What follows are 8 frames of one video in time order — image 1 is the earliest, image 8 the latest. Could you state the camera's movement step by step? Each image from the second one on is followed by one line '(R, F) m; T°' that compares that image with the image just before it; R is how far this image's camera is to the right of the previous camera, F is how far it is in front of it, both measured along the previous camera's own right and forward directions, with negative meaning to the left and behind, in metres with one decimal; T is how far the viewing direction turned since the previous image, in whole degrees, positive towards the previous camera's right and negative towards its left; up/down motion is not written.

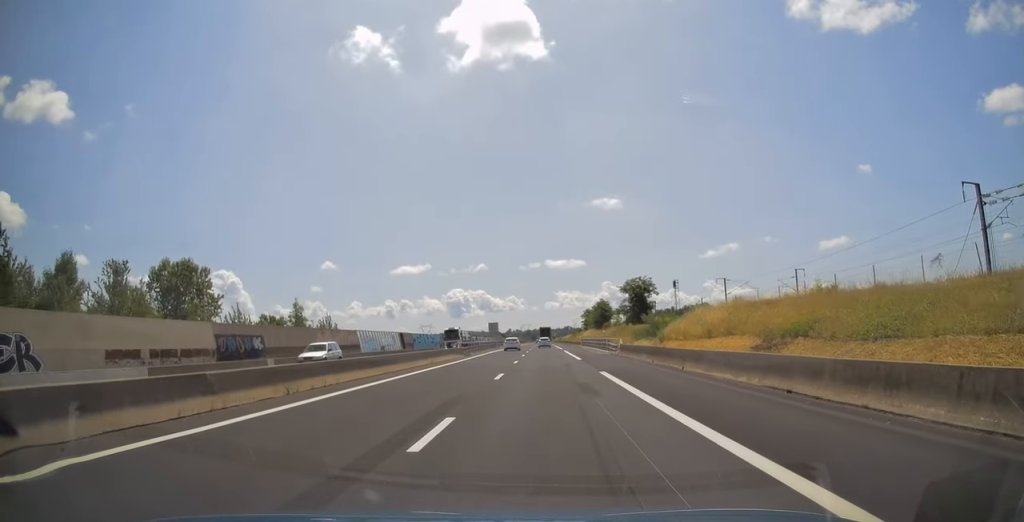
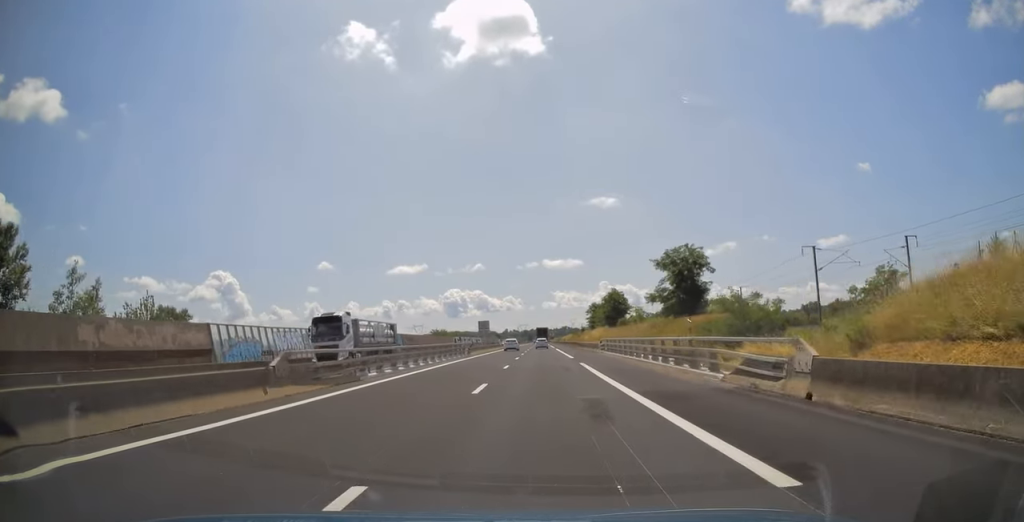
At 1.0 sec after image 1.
(0.0, +30.1) m; 0°
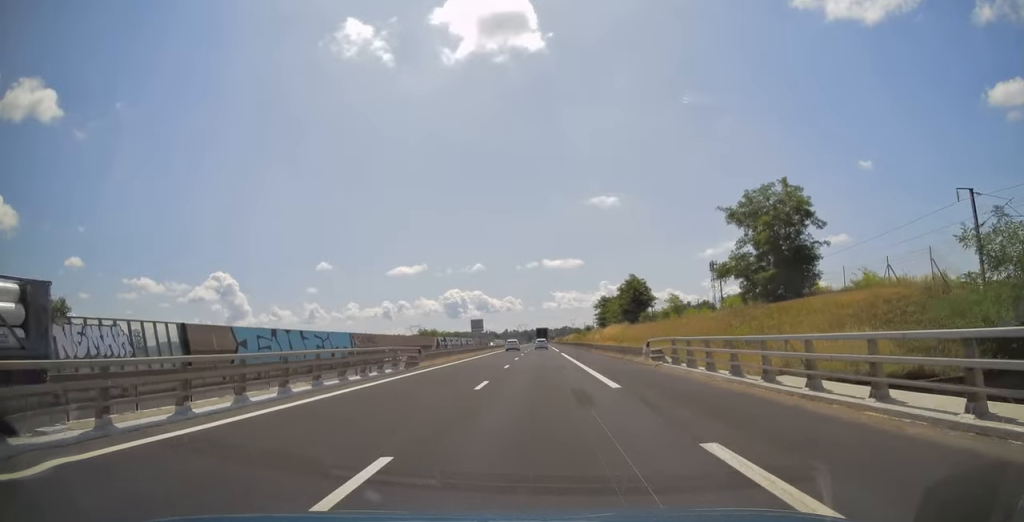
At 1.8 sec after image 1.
(0.0, +23.7) m; 0°
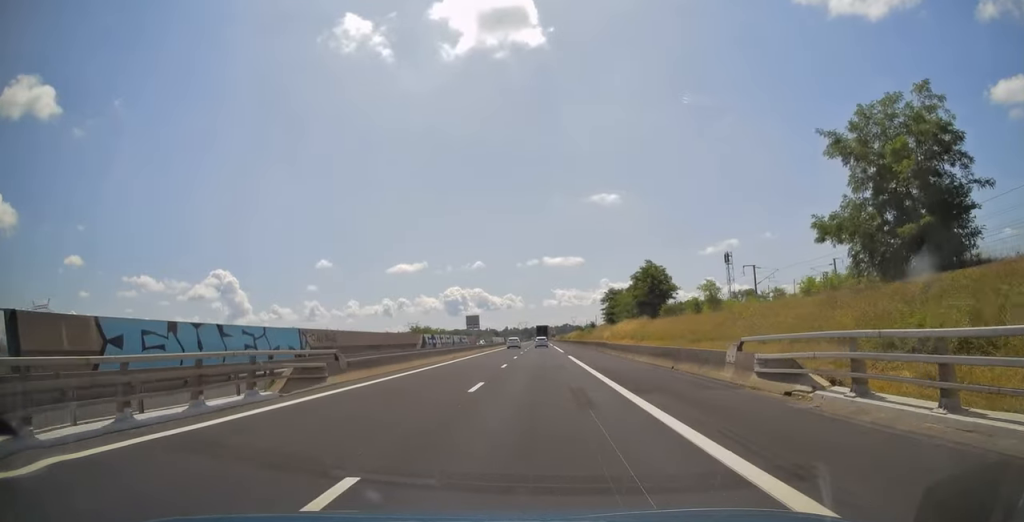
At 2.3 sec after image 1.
(-0.2, +13.8) m; 0°
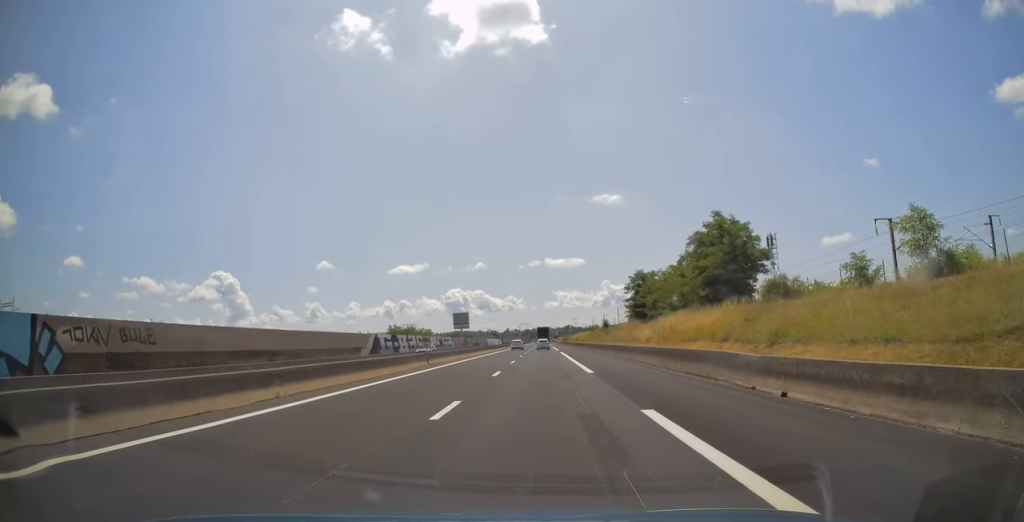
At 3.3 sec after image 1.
(+0.1, +30.1) m; 0°
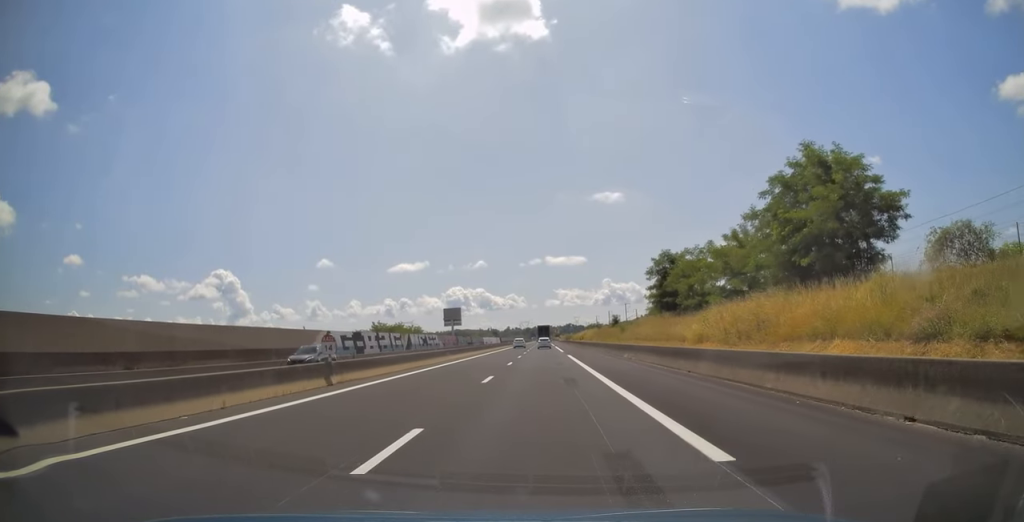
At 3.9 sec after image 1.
(+0.1, +16.8) m; 0°
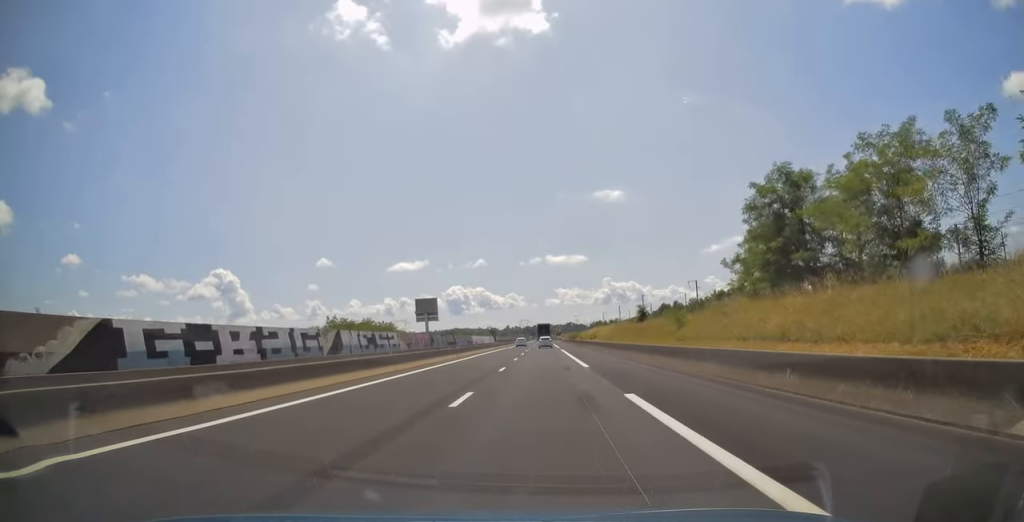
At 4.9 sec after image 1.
(-0.1, +31.8) m; 0°
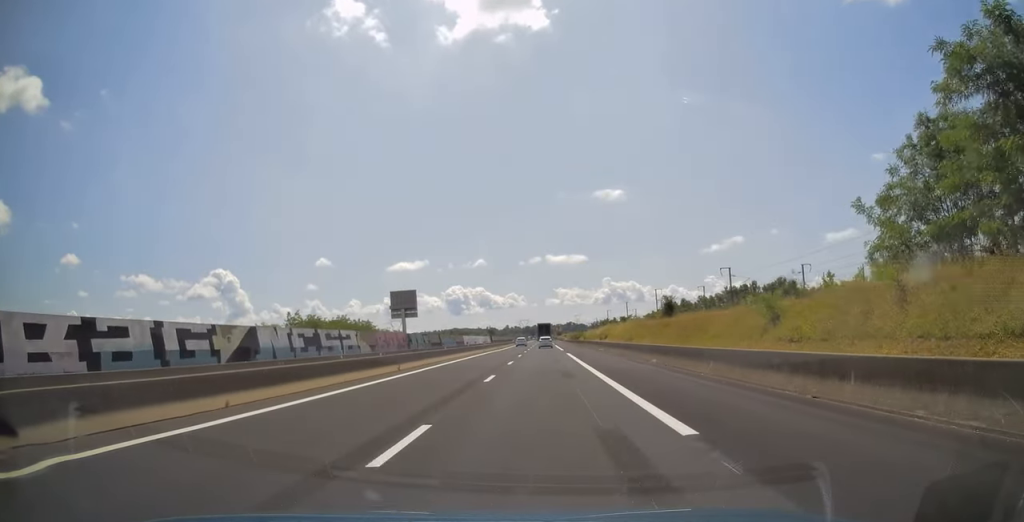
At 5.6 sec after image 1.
(0.0, +18.4) m; 0°
